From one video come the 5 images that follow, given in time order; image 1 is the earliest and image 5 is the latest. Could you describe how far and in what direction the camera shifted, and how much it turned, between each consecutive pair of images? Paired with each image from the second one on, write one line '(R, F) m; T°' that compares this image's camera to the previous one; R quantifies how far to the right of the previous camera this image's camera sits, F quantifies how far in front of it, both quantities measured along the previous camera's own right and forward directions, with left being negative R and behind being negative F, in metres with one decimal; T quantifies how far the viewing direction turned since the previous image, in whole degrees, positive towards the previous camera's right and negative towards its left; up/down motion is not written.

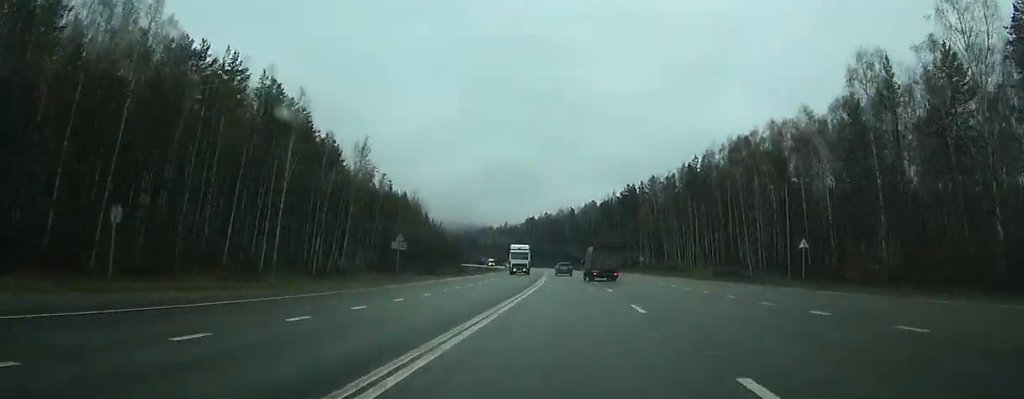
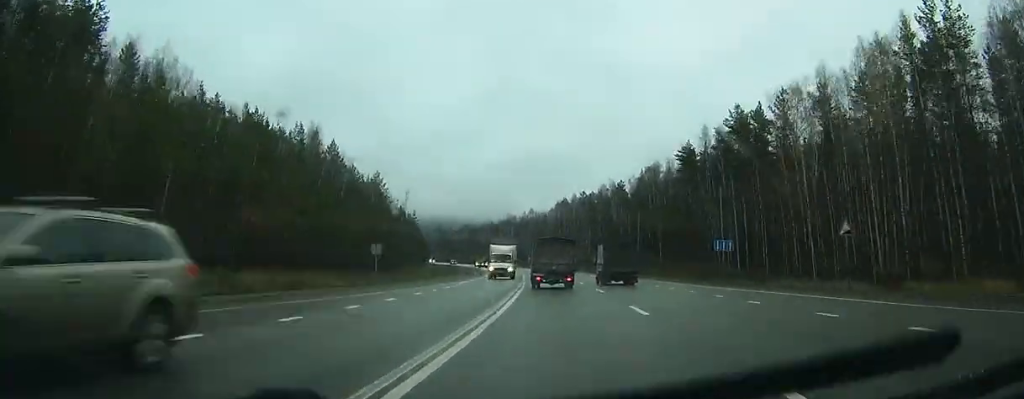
(-2.0, +84.0) m; -4°
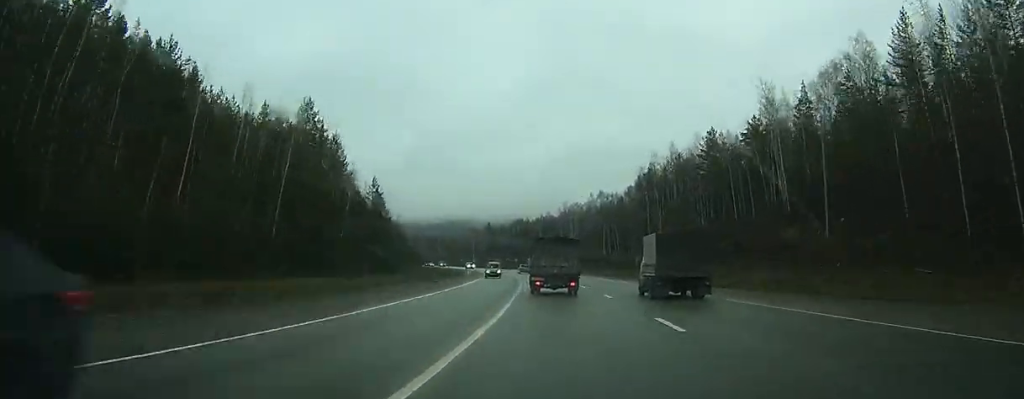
(-3.7, +77.2) m; -6°
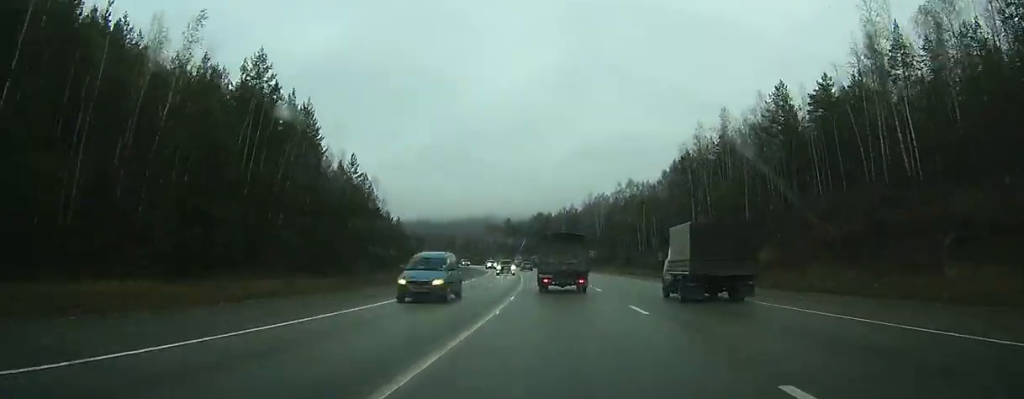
(+0.2, +20.6) m; -2°
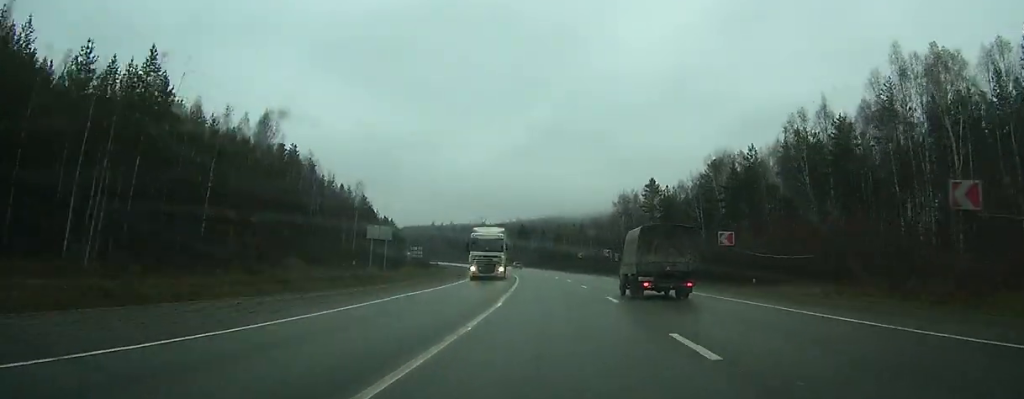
(-16.4, +136.0) m; -14°
